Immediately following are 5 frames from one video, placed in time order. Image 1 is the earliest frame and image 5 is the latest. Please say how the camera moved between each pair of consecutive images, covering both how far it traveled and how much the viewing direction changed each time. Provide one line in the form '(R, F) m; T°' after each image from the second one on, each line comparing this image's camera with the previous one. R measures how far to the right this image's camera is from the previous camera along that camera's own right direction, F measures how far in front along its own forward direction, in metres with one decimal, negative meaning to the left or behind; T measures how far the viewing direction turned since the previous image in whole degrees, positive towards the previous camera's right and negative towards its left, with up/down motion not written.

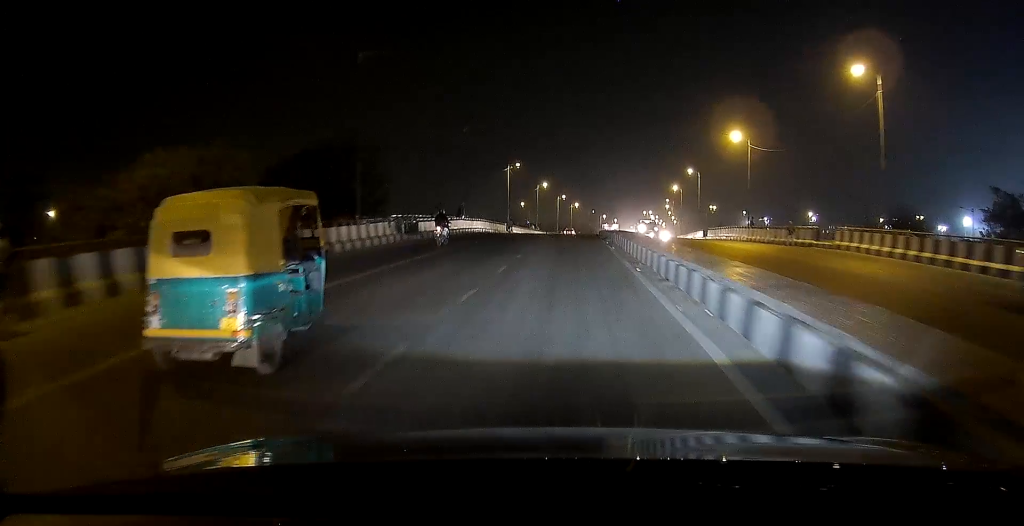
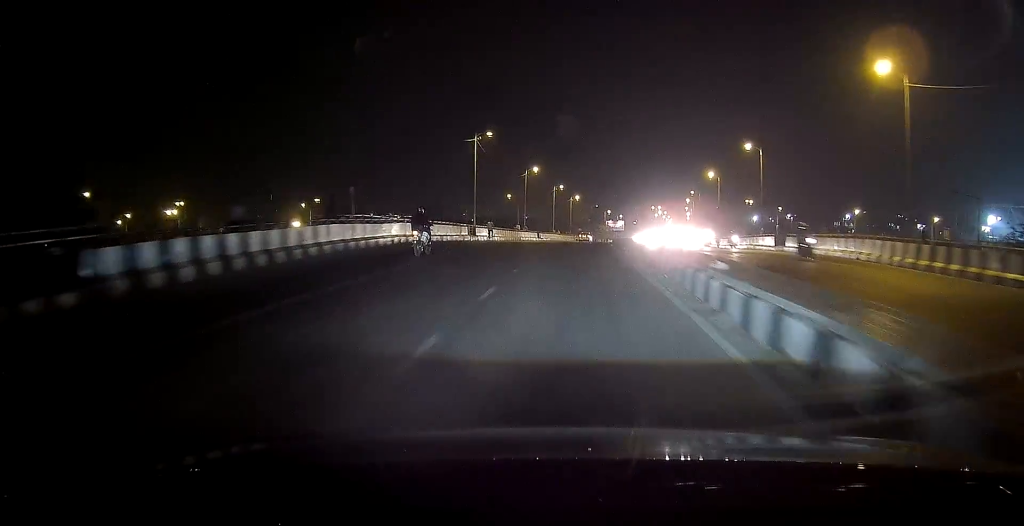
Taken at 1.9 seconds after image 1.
(0.0, +28.8) m; 0°
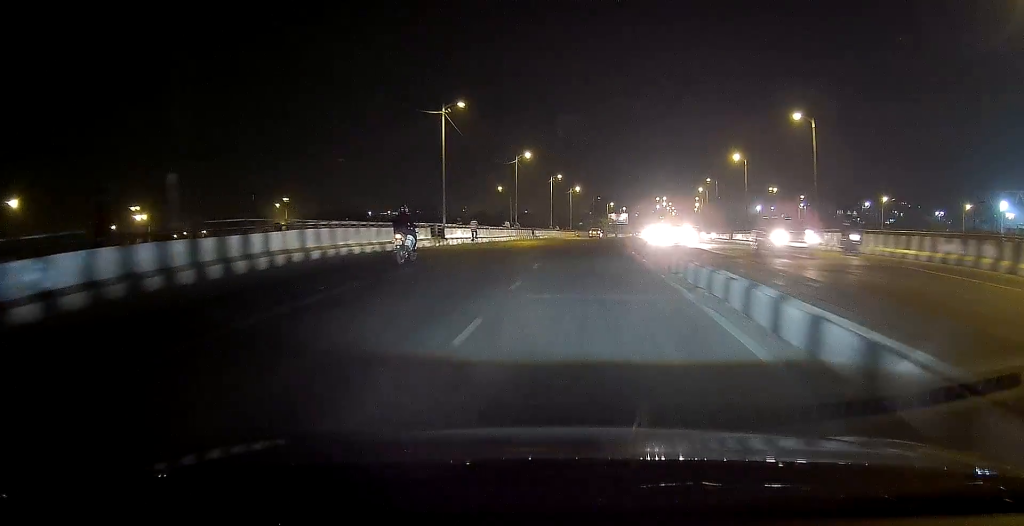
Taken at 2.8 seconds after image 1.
(0.0, +13.3) m; 0°
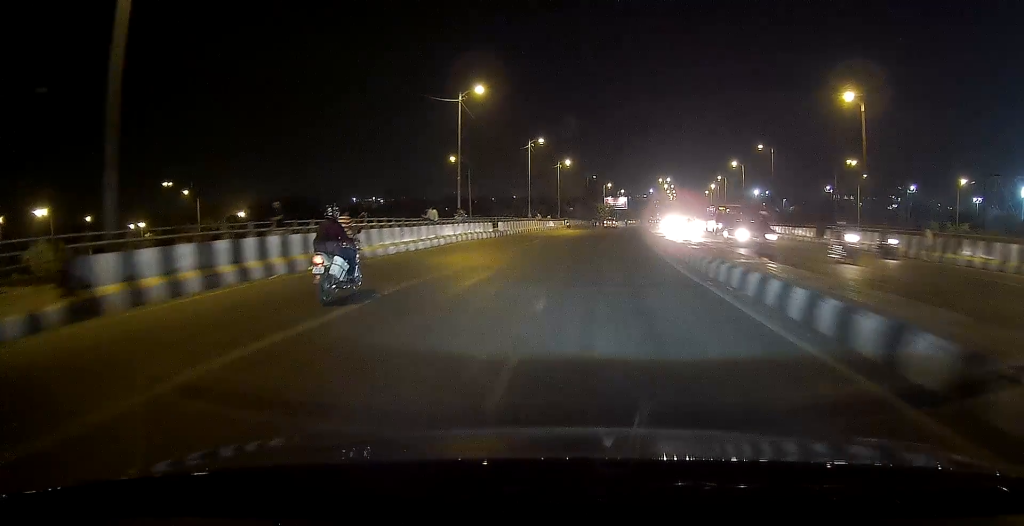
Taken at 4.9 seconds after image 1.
(-0.6, +30.9) m; 0°
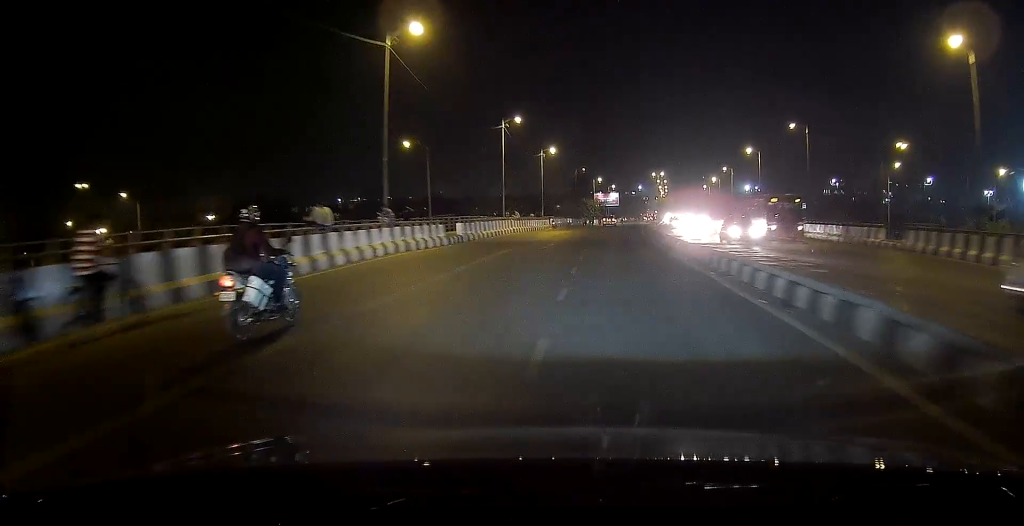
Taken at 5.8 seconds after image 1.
(+0.2, +13.2) m; +1°
